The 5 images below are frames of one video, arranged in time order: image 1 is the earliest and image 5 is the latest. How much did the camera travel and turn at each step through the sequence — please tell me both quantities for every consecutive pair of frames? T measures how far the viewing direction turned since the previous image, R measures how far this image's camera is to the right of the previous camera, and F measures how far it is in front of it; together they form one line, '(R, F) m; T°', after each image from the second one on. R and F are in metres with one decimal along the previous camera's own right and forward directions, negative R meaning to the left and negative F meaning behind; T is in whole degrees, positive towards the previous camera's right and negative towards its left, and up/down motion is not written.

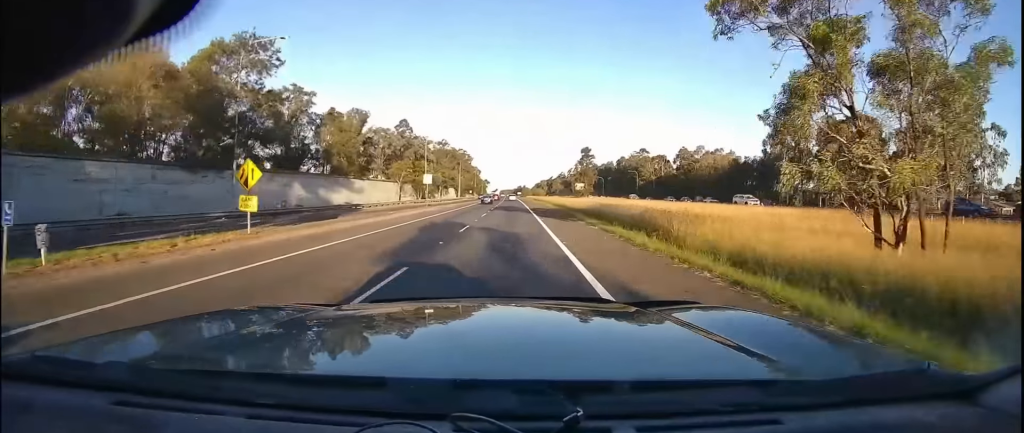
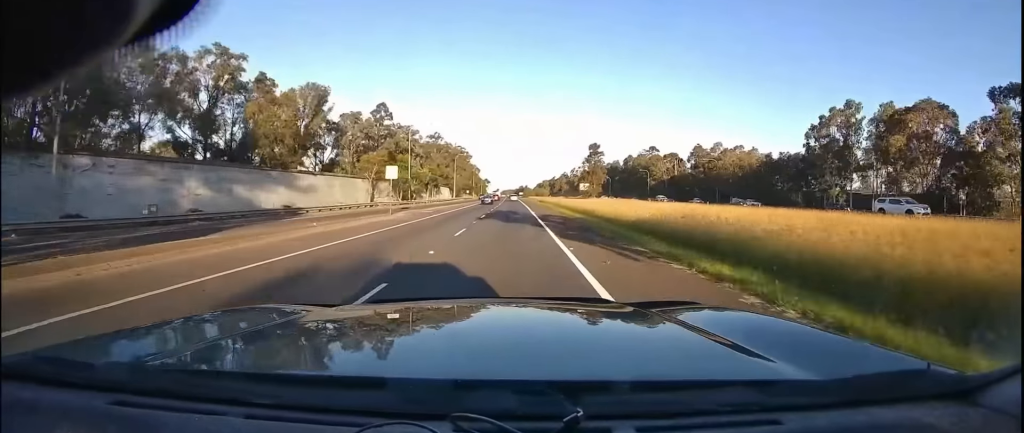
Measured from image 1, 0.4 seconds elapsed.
(0.0, +13.3) m; 0°
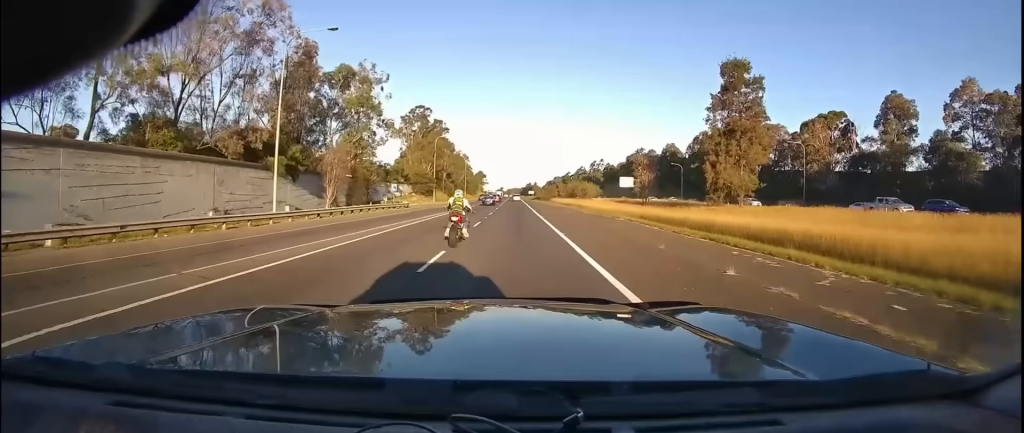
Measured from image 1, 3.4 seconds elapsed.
(-0.8, +91.1) m; -1°
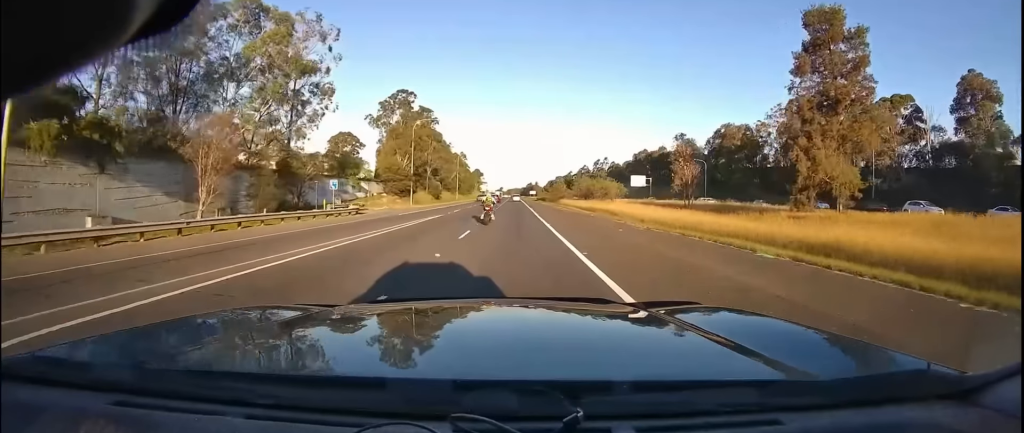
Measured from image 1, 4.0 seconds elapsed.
(0.0, +17.4) m; 0°
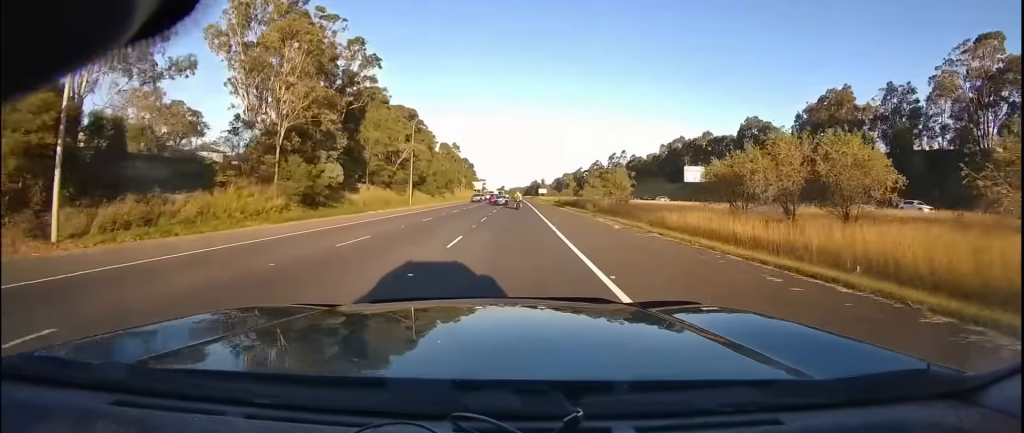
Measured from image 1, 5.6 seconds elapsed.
(-0.1, +50.1) m; 0°
